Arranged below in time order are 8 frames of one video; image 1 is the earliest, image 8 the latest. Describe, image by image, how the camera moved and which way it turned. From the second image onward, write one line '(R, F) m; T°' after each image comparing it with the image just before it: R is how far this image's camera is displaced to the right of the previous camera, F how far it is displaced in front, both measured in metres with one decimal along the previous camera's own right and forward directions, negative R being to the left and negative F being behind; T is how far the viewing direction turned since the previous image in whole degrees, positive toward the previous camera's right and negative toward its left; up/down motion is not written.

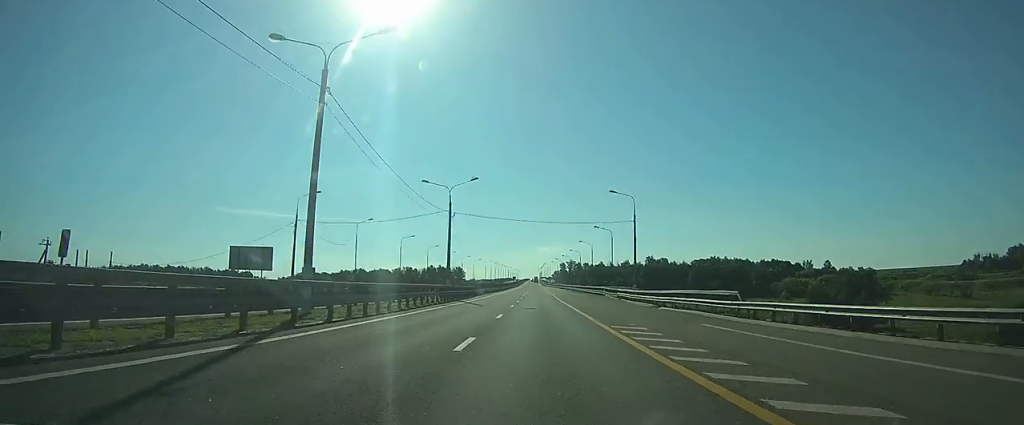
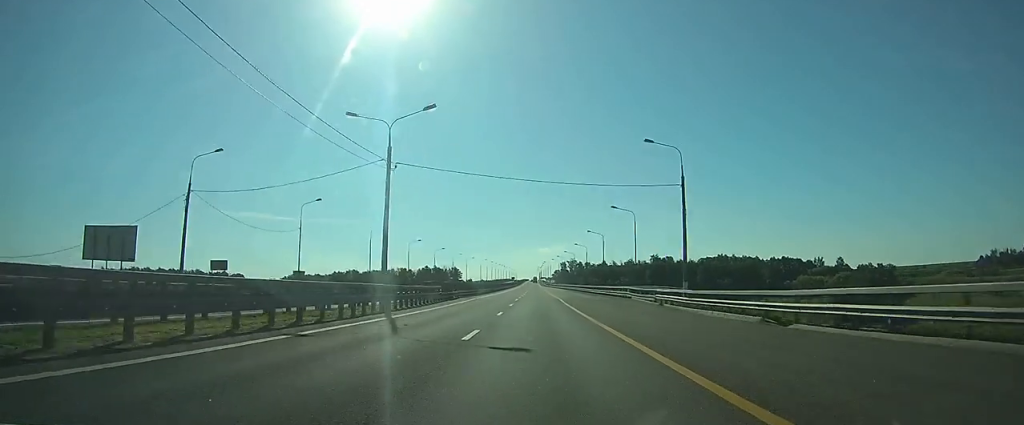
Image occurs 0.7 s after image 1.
(0.0, +21.8) m; 0°
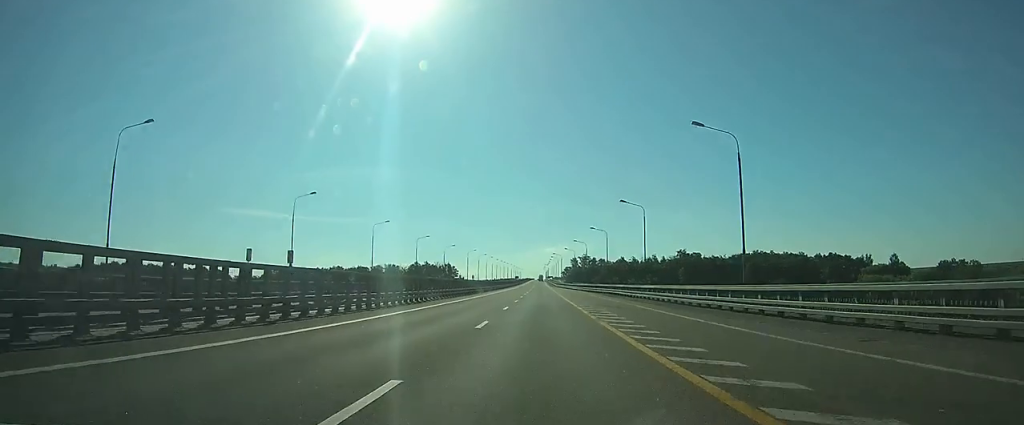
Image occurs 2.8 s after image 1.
(+0.2, +65.3) m; 0°
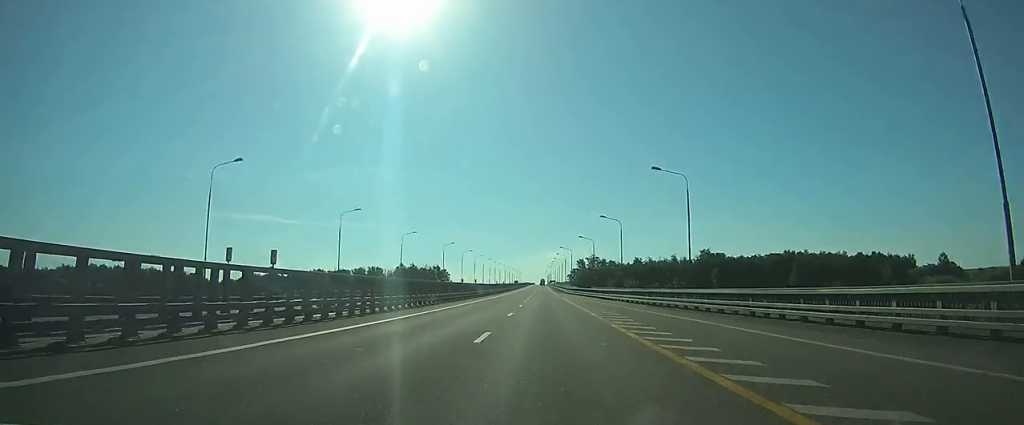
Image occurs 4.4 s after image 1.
(-0.3, +50.7) m; -1°
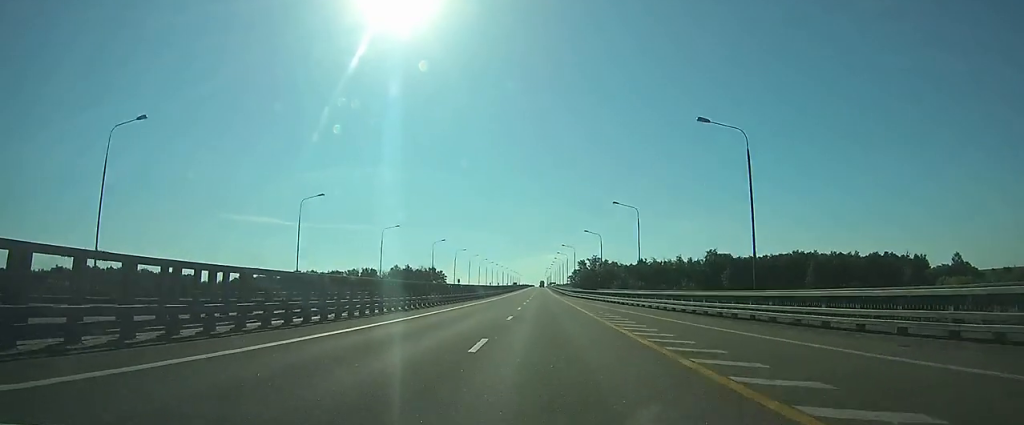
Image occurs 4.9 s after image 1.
(0.0, +13.4) m; 0°
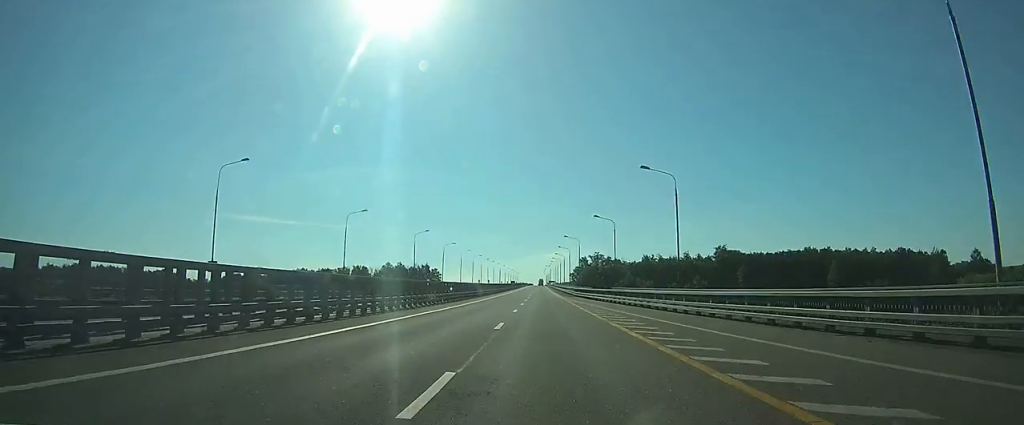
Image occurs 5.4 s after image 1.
(0.0, +17.5) m; 0°
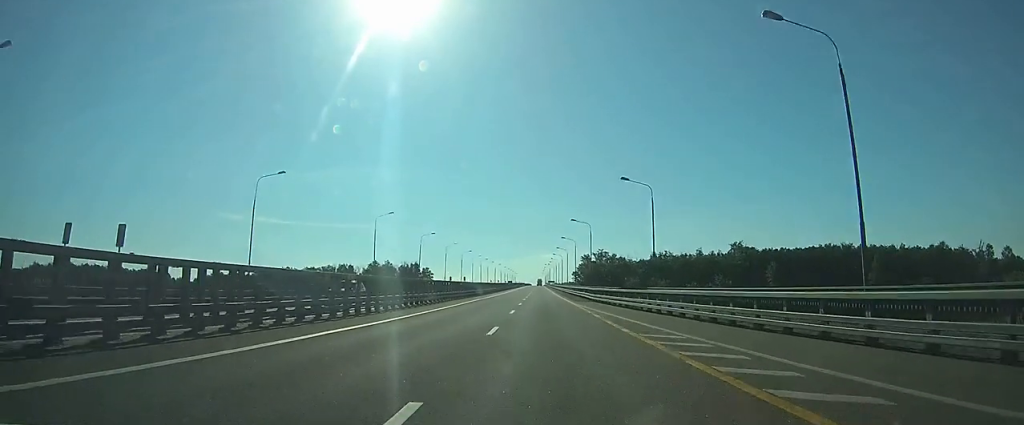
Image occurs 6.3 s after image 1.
(0.0, +25.8) m; 0°
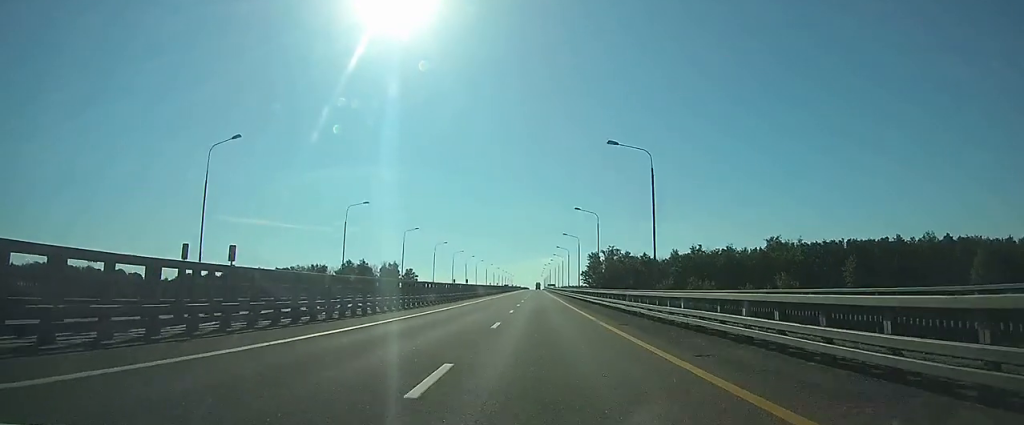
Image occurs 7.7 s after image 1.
(+0.1, +44.4) m; 0°
